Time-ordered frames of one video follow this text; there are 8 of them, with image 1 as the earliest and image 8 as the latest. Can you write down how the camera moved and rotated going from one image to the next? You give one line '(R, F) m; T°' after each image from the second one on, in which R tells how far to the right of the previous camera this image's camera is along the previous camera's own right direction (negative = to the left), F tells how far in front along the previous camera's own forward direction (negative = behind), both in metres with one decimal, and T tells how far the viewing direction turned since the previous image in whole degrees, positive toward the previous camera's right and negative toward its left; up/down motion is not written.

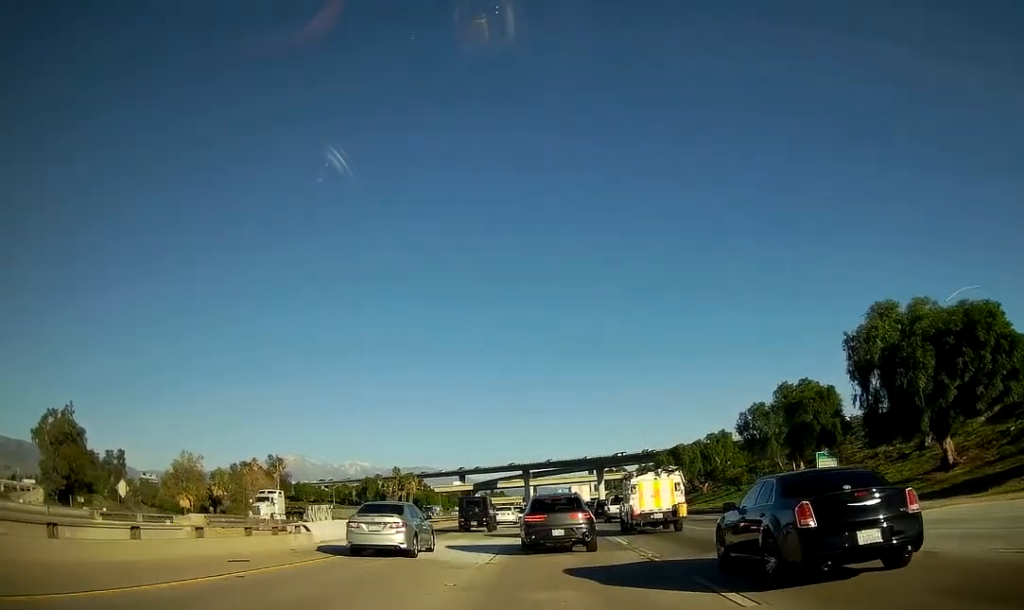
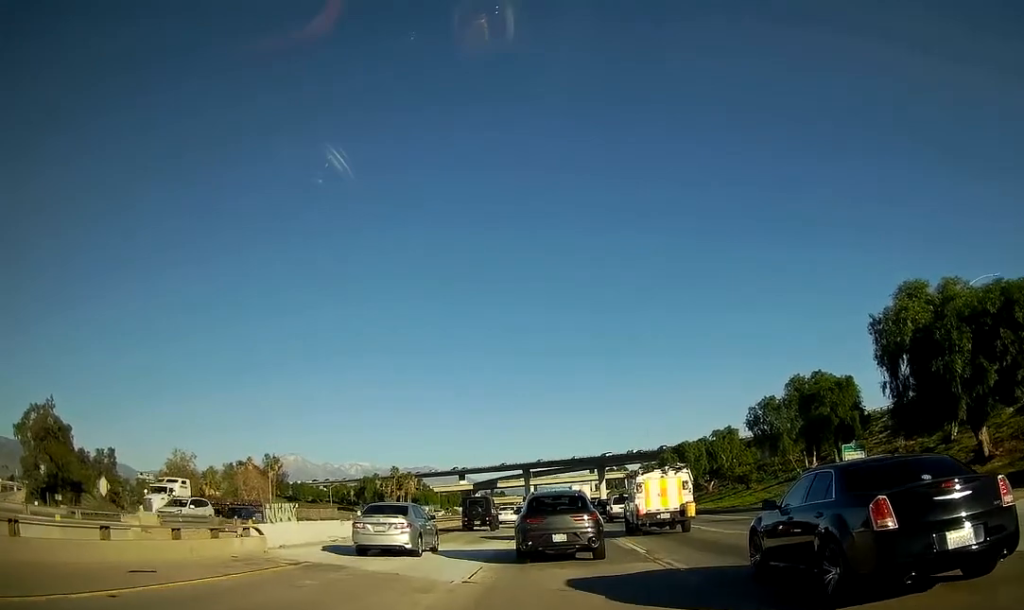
(+0.1, +4.4) m; +1°
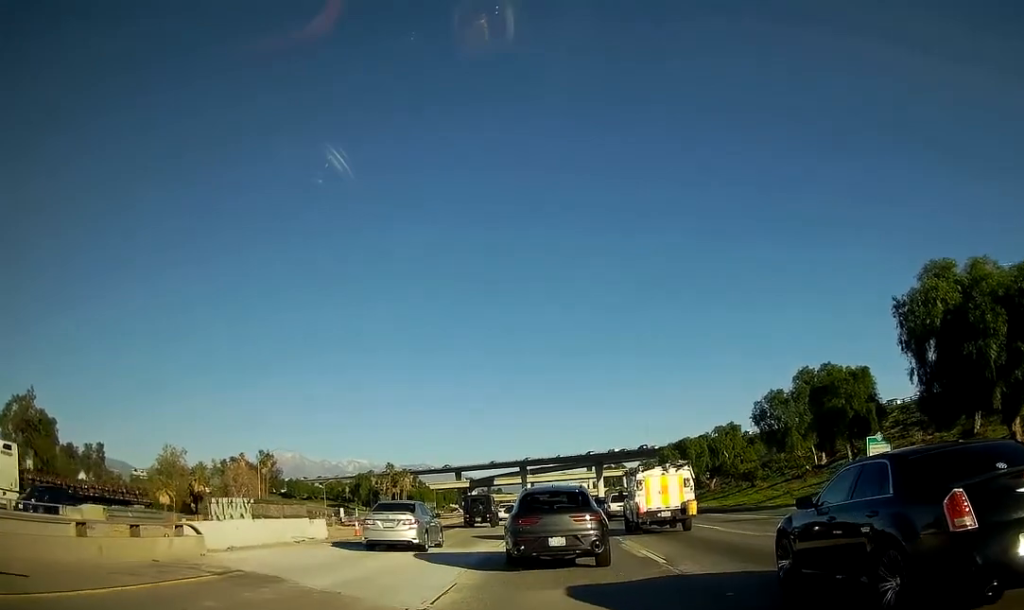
(0.0, +3.8) m; +1°
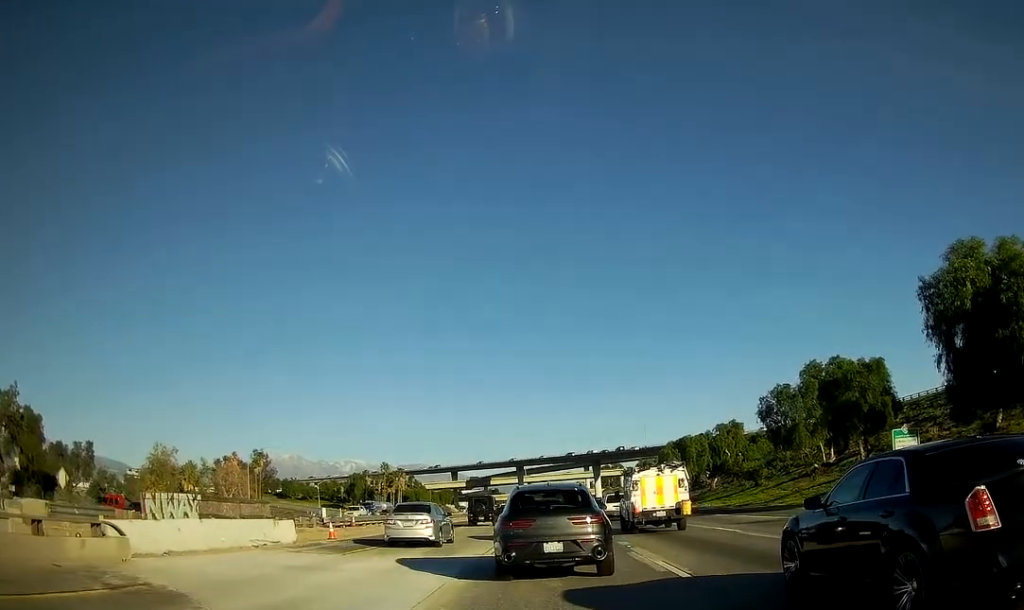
(+0.1, +4.1) m; 0°
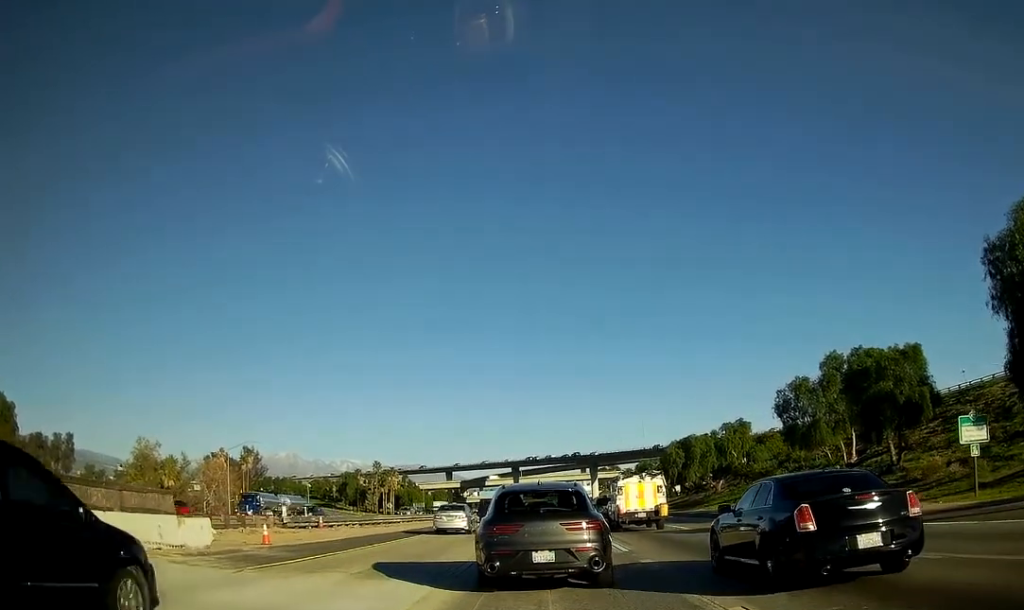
(-0.3, +8.0) m; -2°
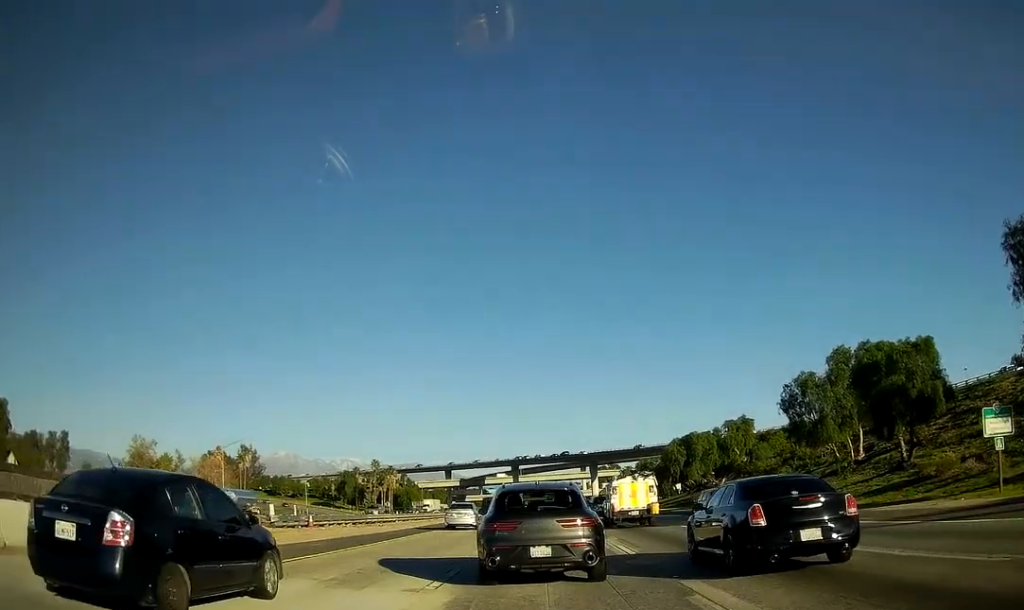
(0.0, +1.9) m; +1°
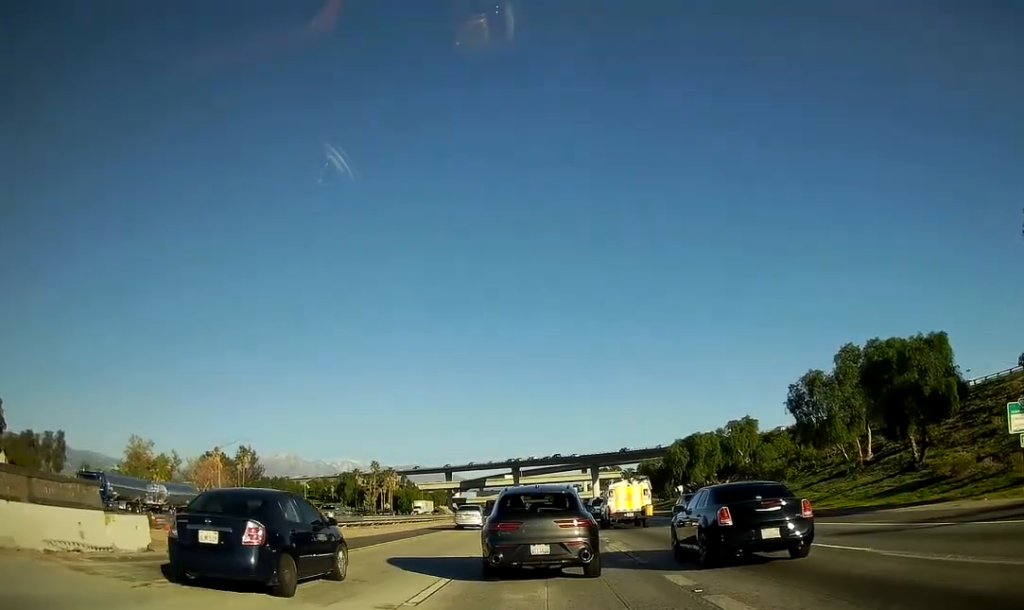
(-0.1, +1.8) m; 0°
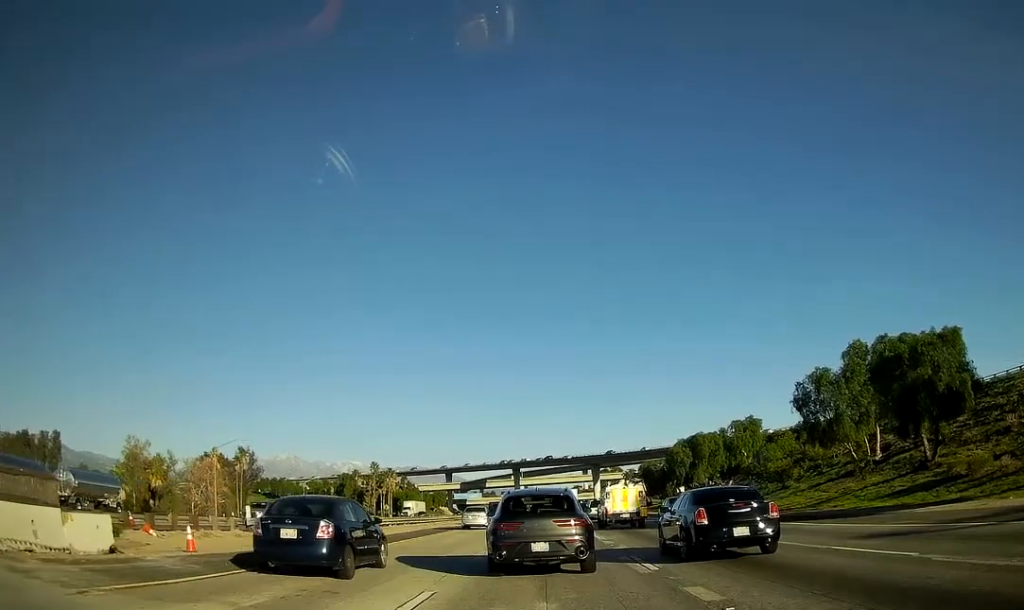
(0.0, +1.8) m; +2°
